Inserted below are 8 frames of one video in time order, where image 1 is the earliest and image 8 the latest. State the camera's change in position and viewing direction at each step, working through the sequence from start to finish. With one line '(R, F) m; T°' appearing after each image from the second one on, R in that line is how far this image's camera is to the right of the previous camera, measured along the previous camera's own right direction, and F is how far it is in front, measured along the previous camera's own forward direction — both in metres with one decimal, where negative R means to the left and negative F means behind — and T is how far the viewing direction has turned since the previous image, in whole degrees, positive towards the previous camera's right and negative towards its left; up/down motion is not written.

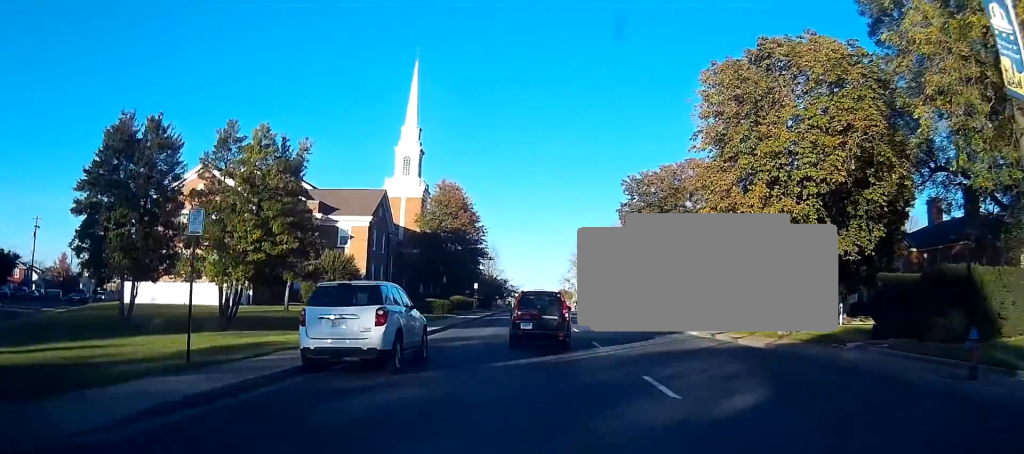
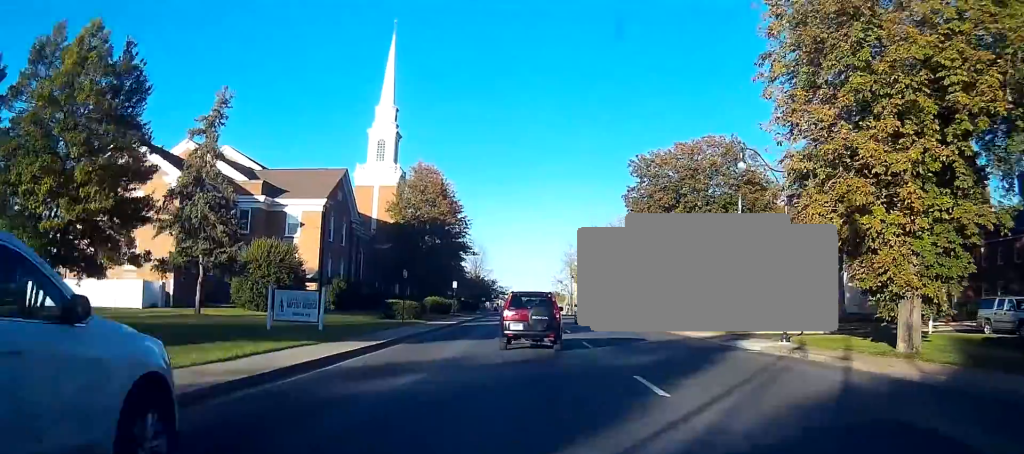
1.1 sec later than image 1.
(0.0, +12.9) m; 0°
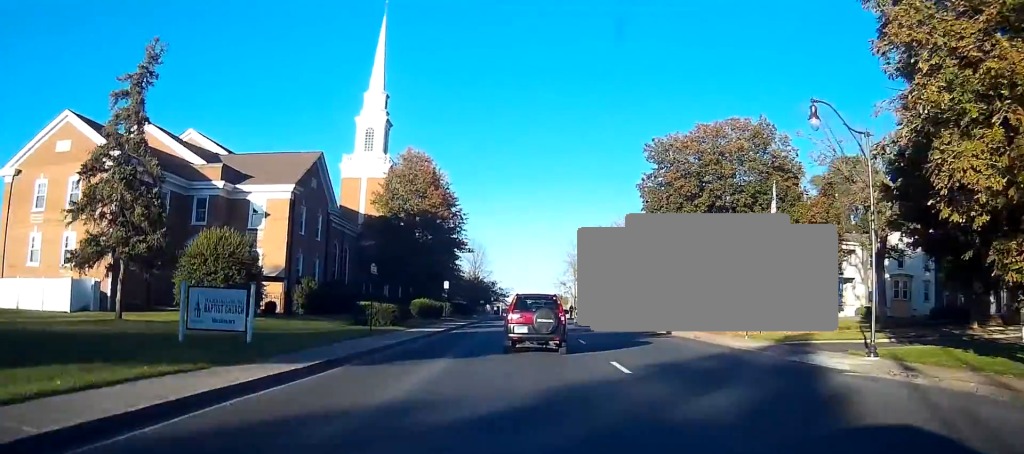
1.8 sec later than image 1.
(0.0, +8.3) m; 0°
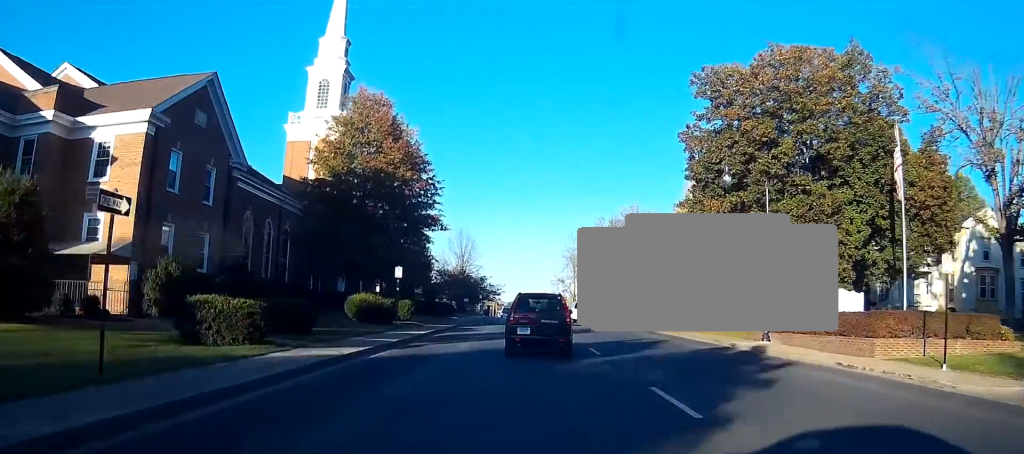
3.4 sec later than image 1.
(+0.1, +18.9) m; +1°
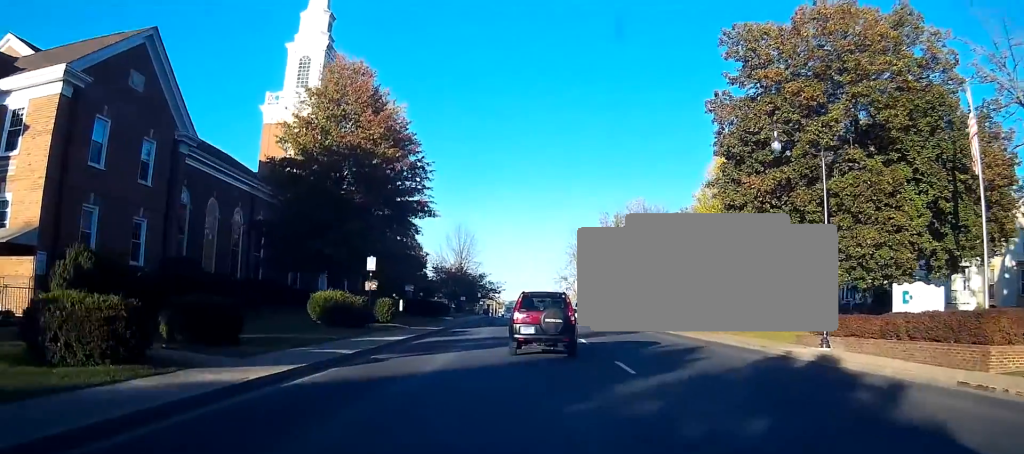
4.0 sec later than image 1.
(0.0, +6.6) m; 0°
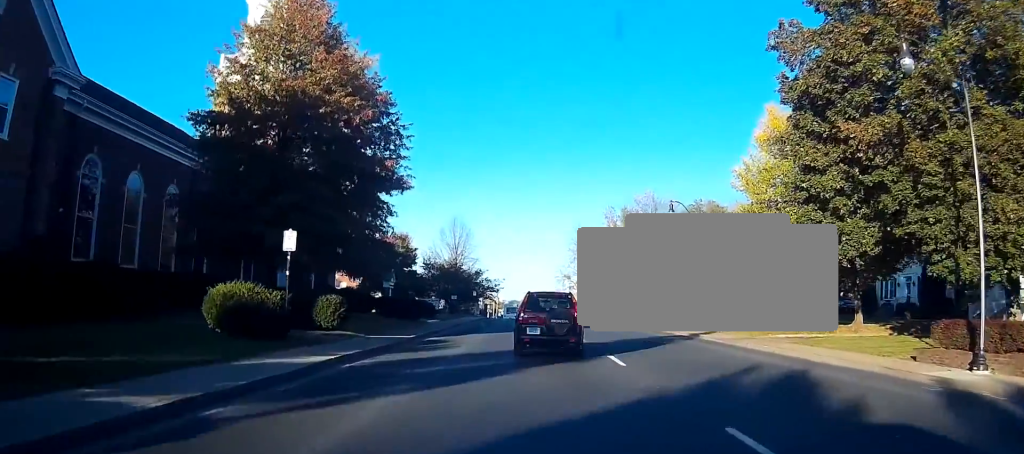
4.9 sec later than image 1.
(0.0, +10.2) m; 0°
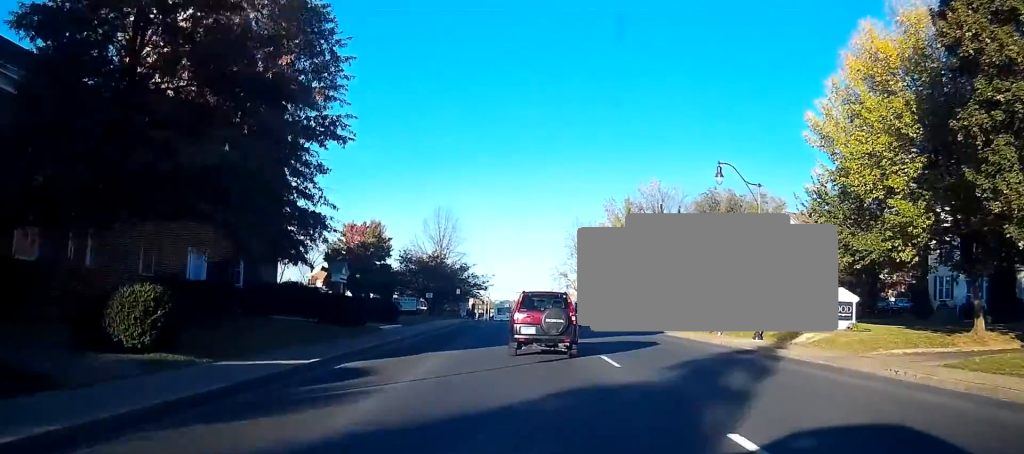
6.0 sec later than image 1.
(+0.1, +12.8) m; +1°
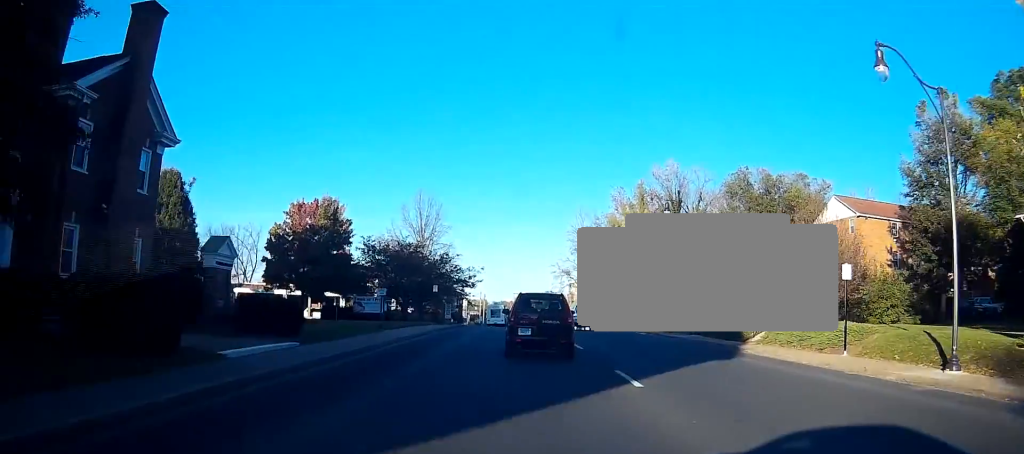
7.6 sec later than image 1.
(+0.2, +16.2) m; +1°
